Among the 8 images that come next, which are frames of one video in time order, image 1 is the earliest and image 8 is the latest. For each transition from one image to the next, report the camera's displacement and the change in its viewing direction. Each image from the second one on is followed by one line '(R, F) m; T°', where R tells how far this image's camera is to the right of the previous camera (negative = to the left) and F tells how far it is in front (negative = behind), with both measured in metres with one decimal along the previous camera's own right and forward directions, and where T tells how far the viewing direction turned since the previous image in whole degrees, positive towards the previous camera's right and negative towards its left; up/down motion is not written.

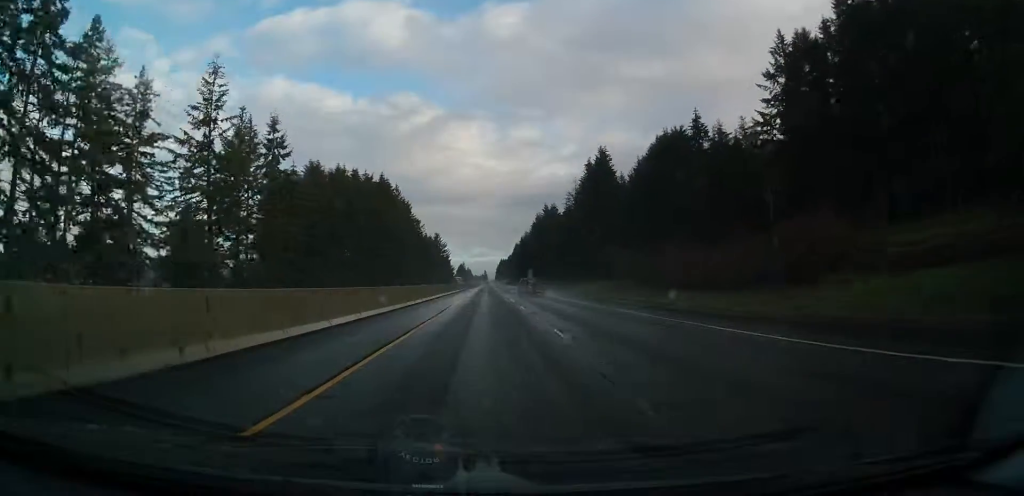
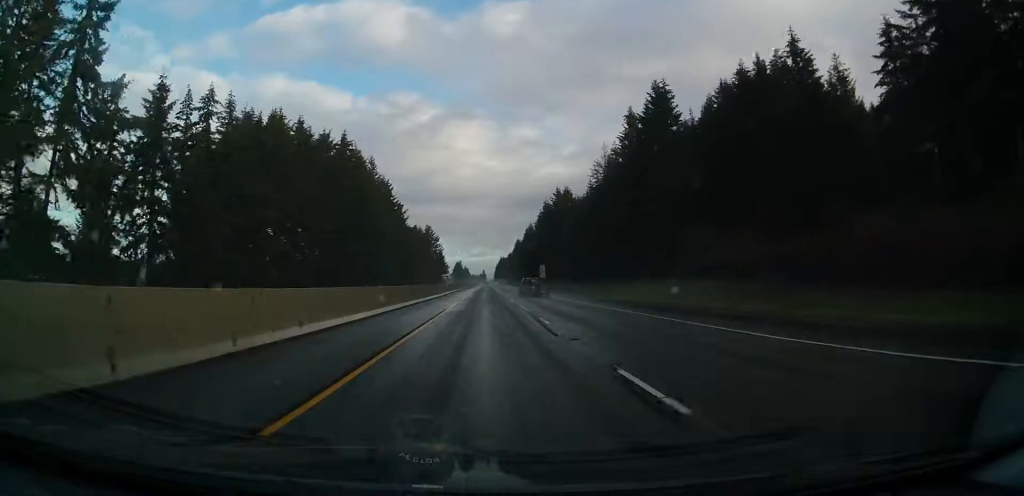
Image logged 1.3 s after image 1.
(0.0, +44.2) m; 0°
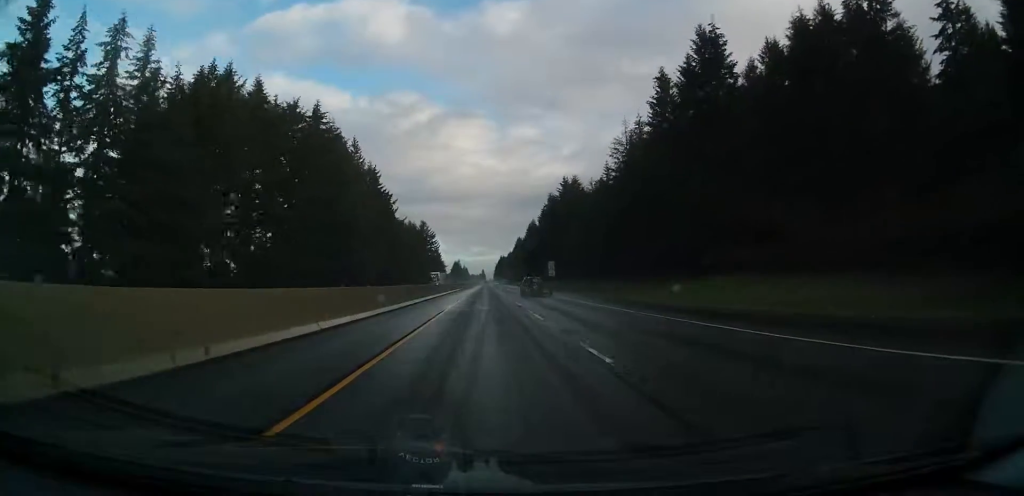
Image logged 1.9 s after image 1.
(0.0, +20.4) m; 0°
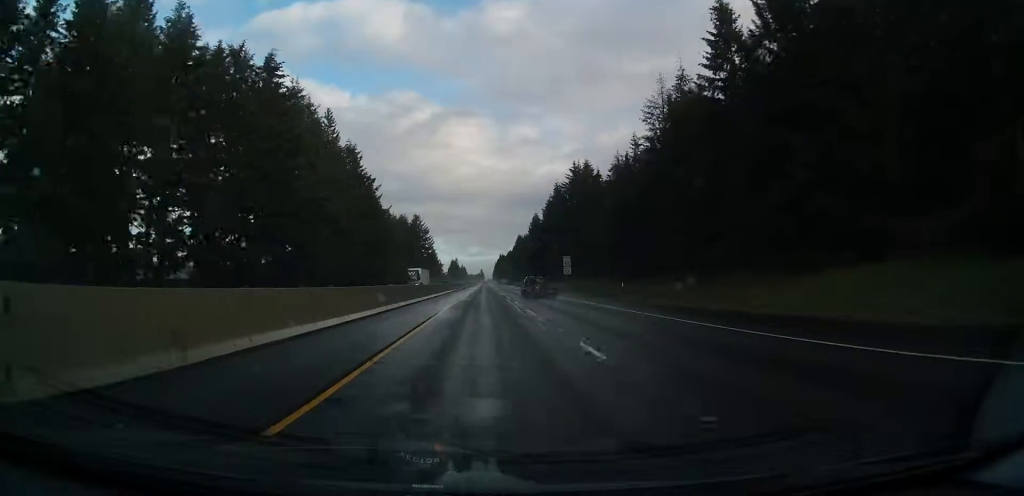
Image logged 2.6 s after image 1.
(0.0, +23.7) m; 0°
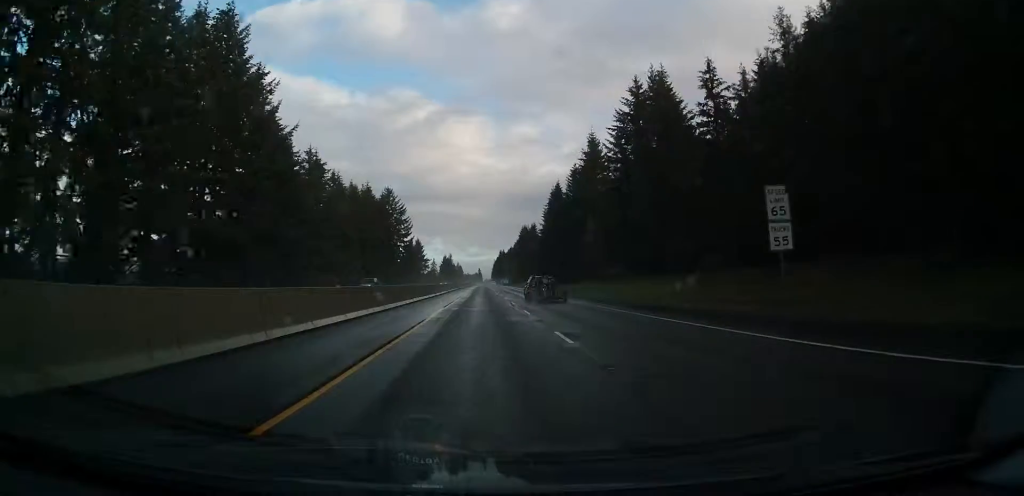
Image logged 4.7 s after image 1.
(+0.2, +69.8) m; 0°
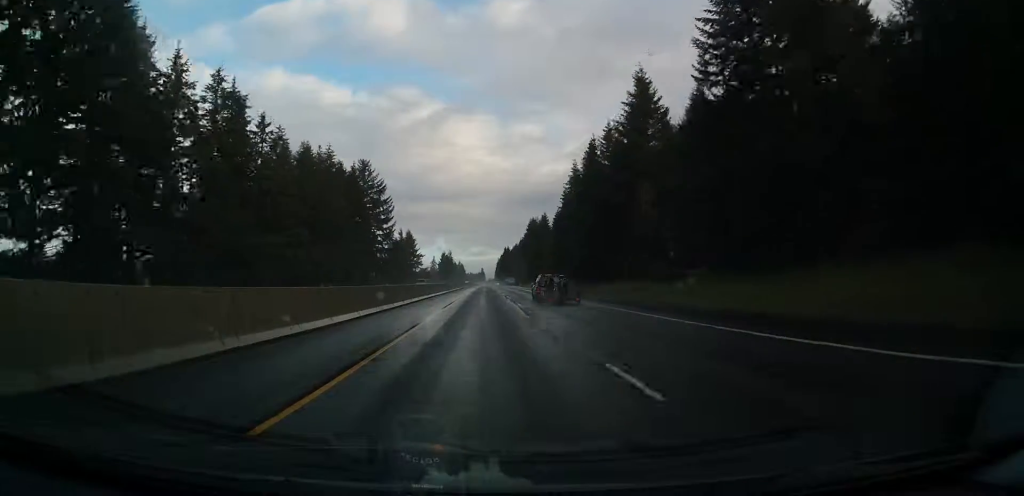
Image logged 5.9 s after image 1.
(0.0, +41.6) m; 0°
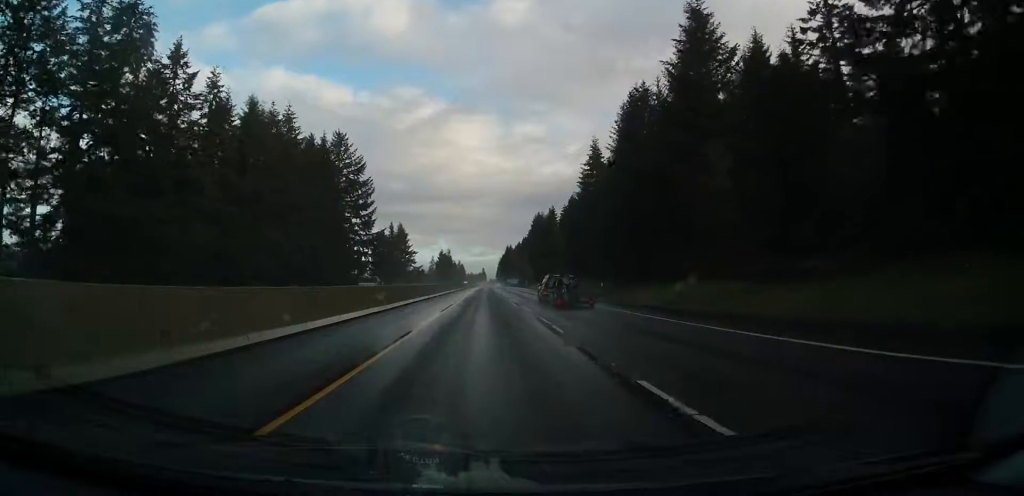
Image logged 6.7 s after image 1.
(0.0, +25.8) m; 0°
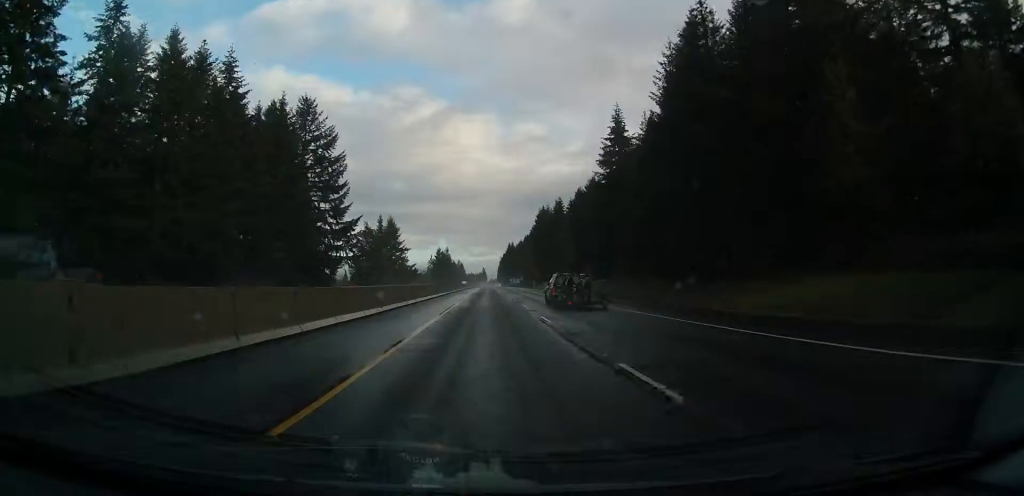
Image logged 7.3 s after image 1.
(0.0, +22.5) m; 0°
